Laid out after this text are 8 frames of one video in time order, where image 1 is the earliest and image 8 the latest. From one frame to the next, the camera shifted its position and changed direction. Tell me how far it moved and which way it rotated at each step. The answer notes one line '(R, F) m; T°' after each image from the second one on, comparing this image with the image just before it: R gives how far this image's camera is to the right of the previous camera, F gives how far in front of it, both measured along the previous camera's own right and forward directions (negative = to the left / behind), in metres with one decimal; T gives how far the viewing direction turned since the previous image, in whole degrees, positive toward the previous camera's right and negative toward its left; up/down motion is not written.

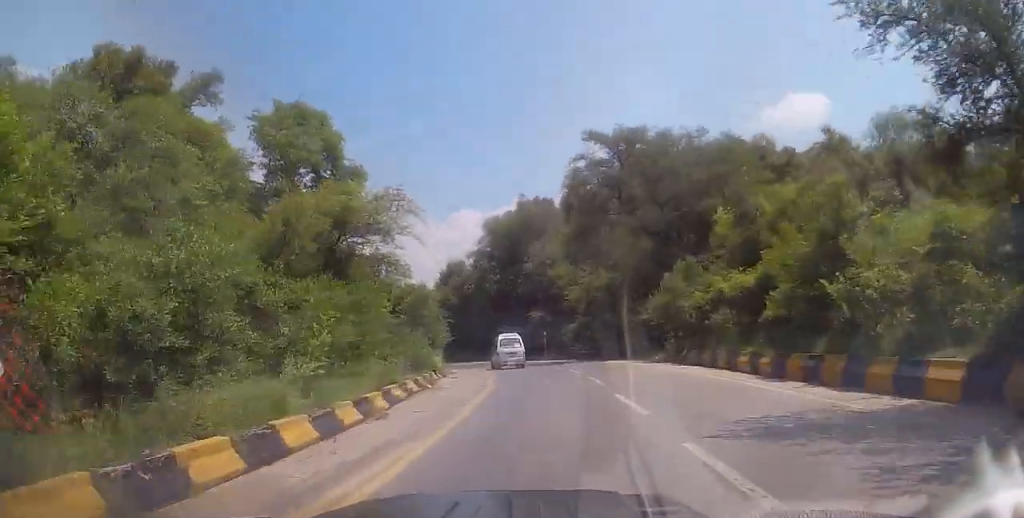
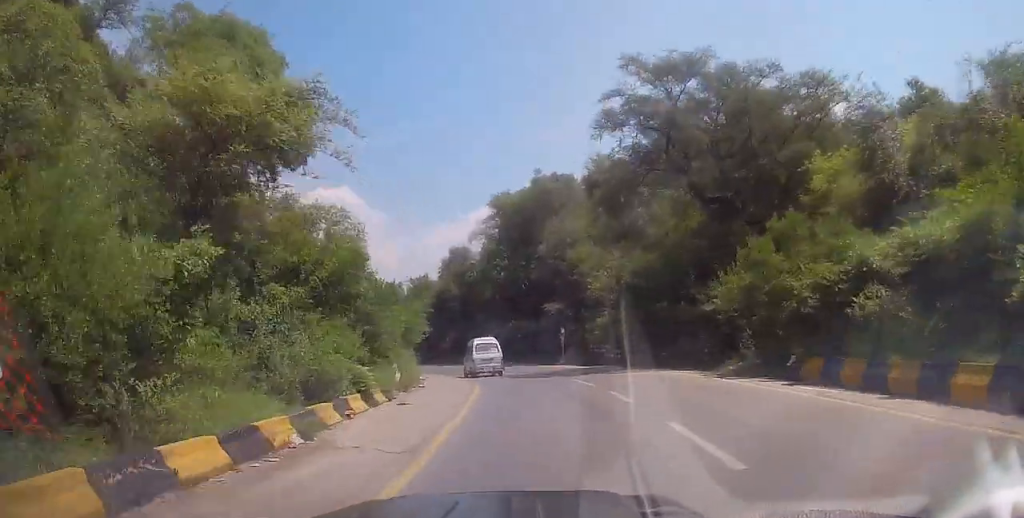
(+0.1, +10.2) m; -1°
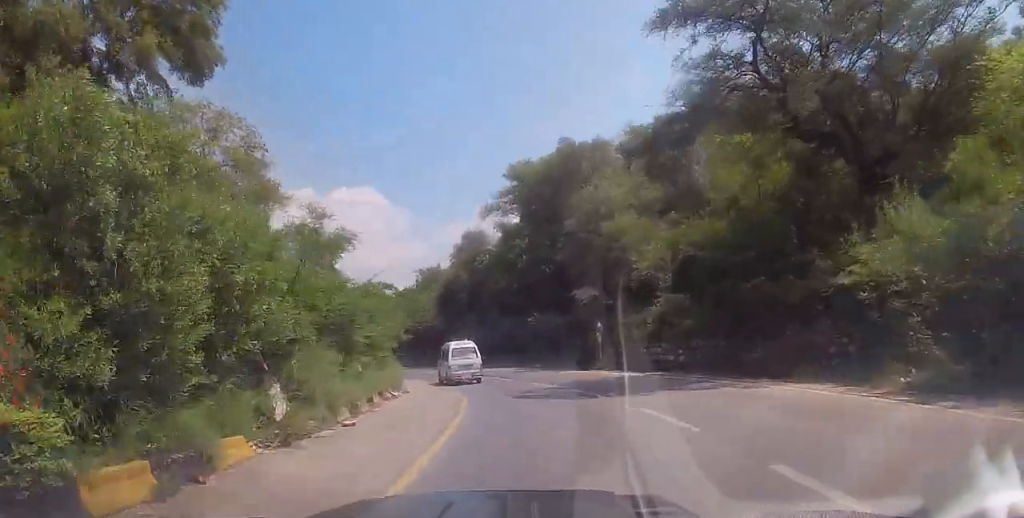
(-0.1, +9.2) m; -3°
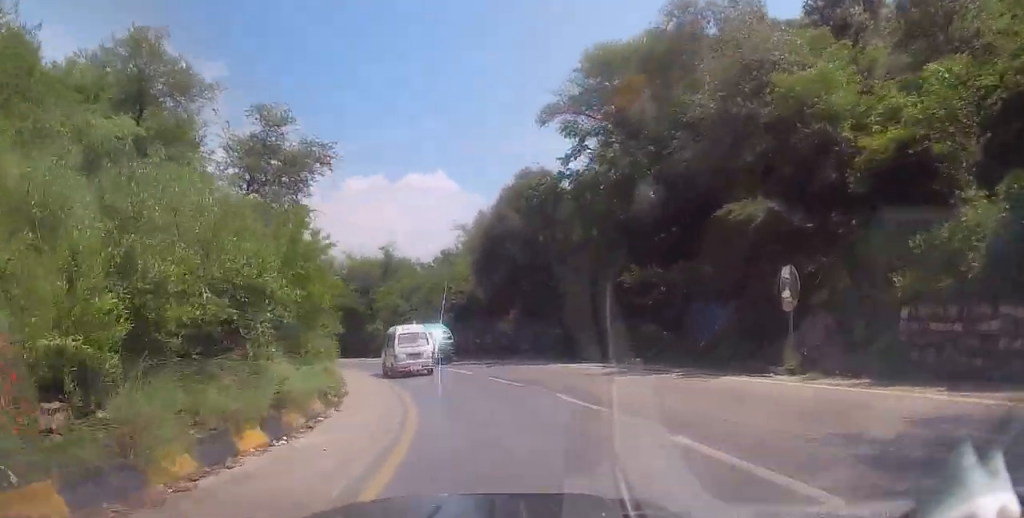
(-1.1, +16.4) m; -8°
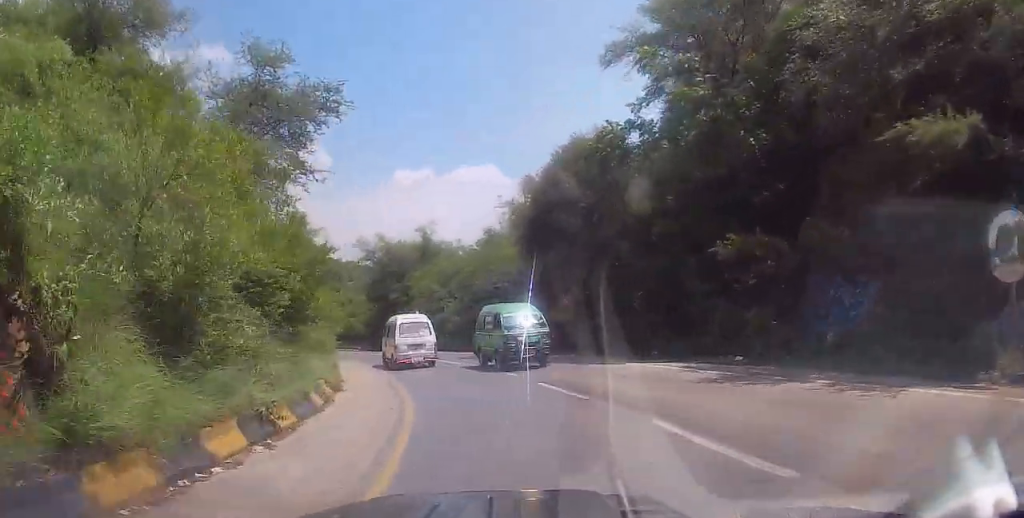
(0.0, +5.5) m; -3°
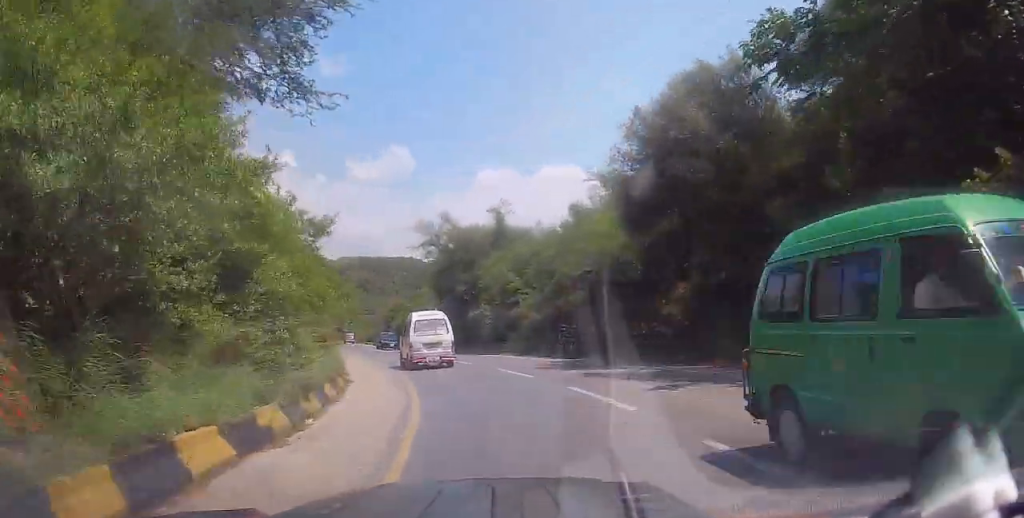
(-0.3, +7.8) m; -8°
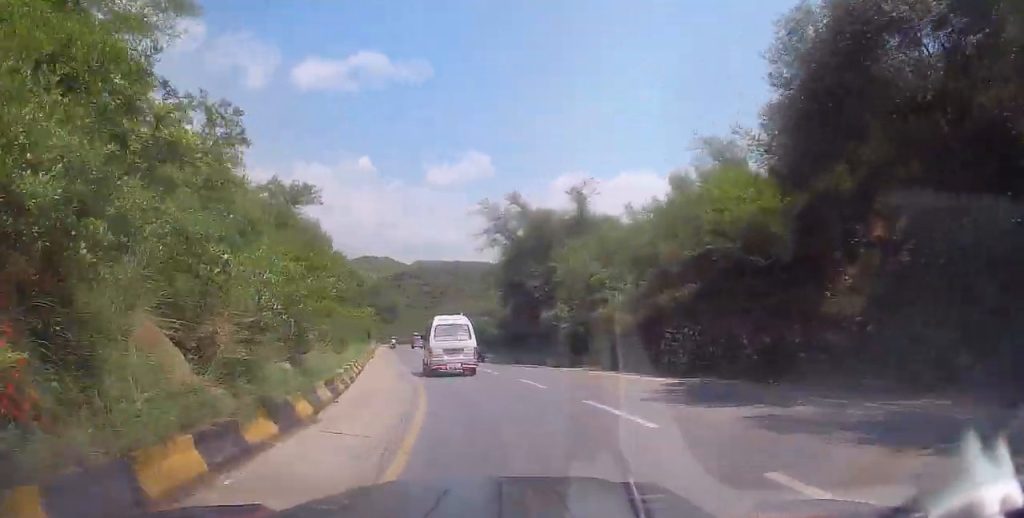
(-0.7, +7.1) m; -13°
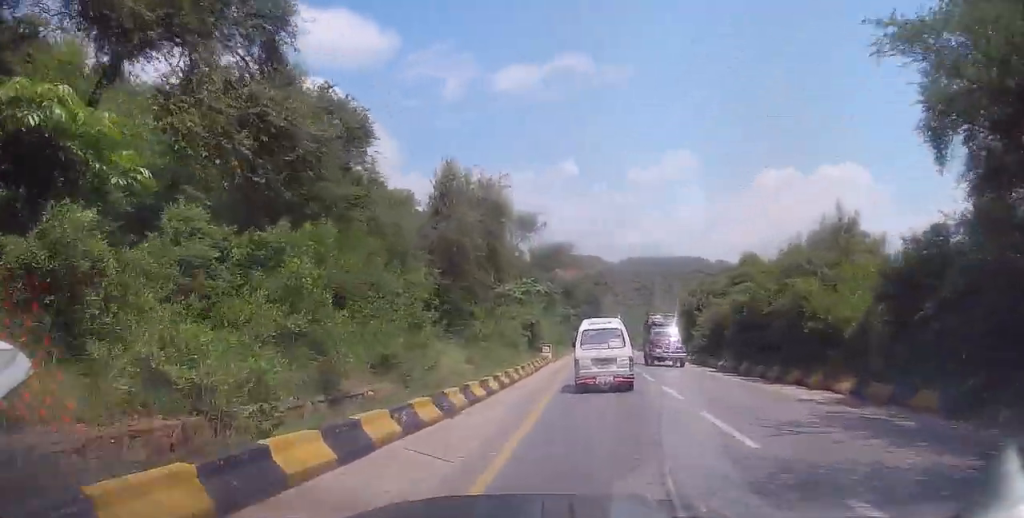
(-1.5, +27.6) m; +7°
